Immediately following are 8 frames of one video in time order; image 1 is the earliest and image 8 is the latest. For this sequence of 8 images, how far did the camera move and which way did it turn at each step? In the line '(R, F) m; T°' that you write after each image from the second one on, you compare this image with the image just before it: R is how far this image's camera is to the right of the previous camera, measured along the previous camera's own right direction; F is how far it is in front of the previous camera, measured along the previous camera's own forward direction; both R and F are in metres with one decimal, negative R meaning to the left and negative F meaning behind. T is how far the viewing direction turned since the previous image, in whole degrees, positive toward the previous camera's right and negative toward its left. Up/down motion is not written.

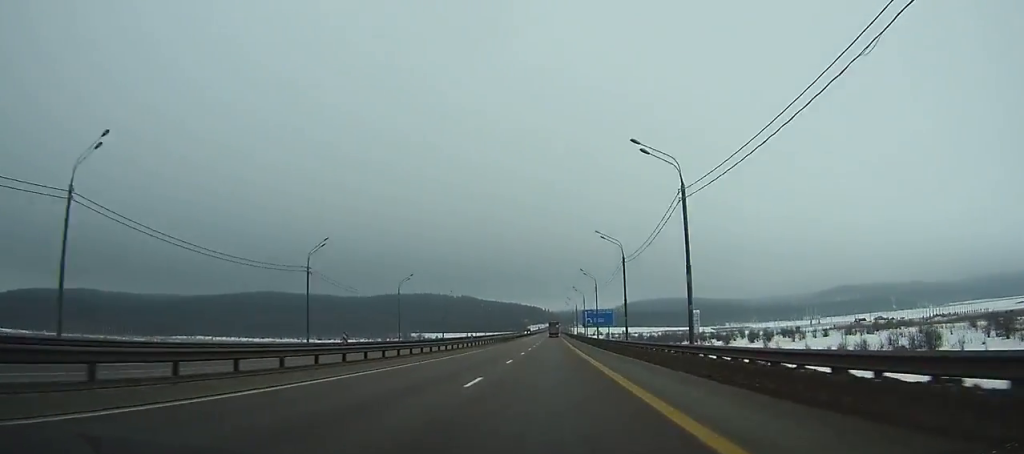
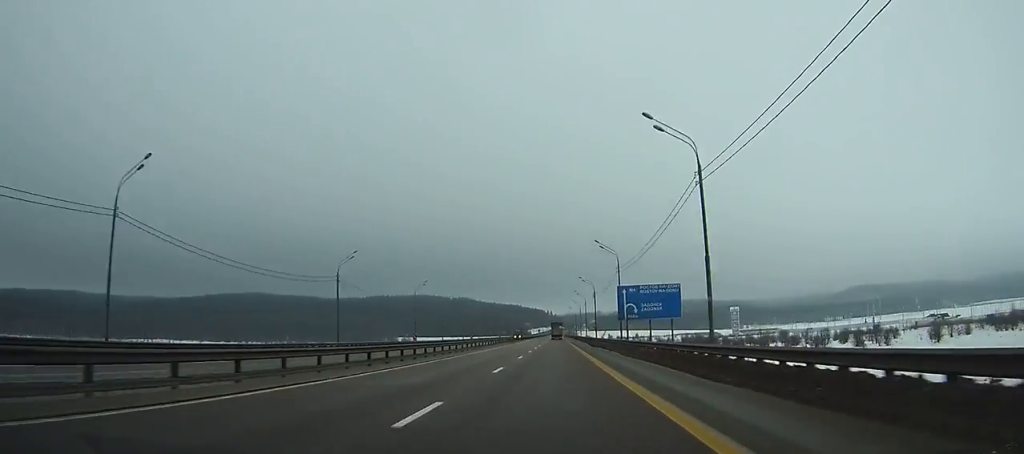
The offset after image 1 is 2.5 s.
(0.0, +62.7) m; 0°
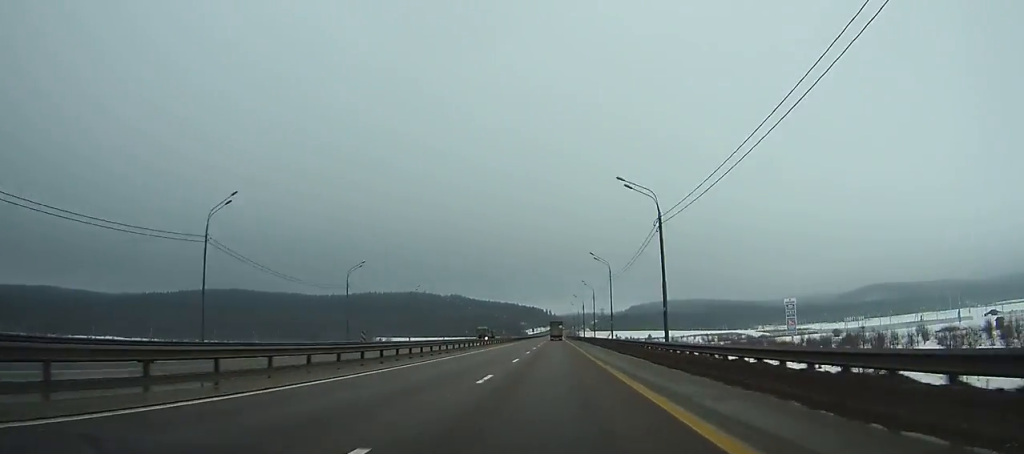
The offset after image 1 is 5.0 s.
(0.0, +62.6) m; 0°
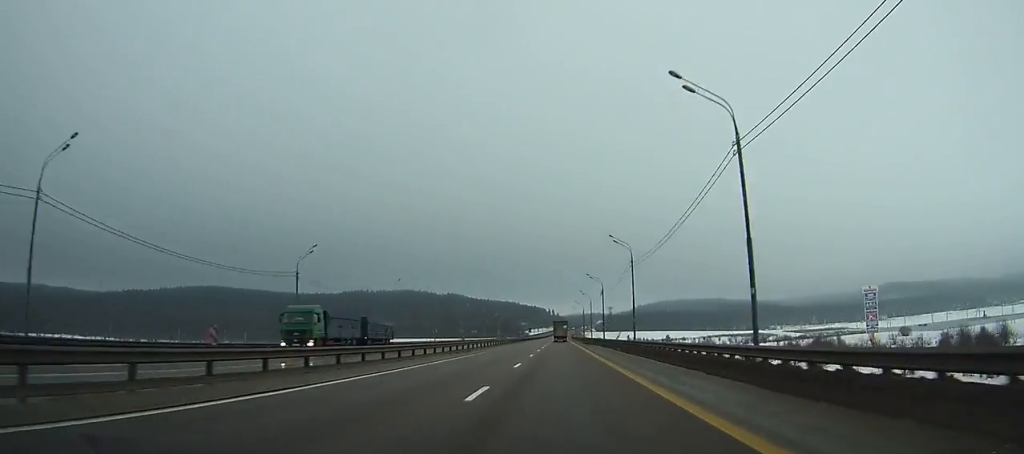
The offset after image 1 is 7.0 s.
(-0.1, +50.1) m; 0°
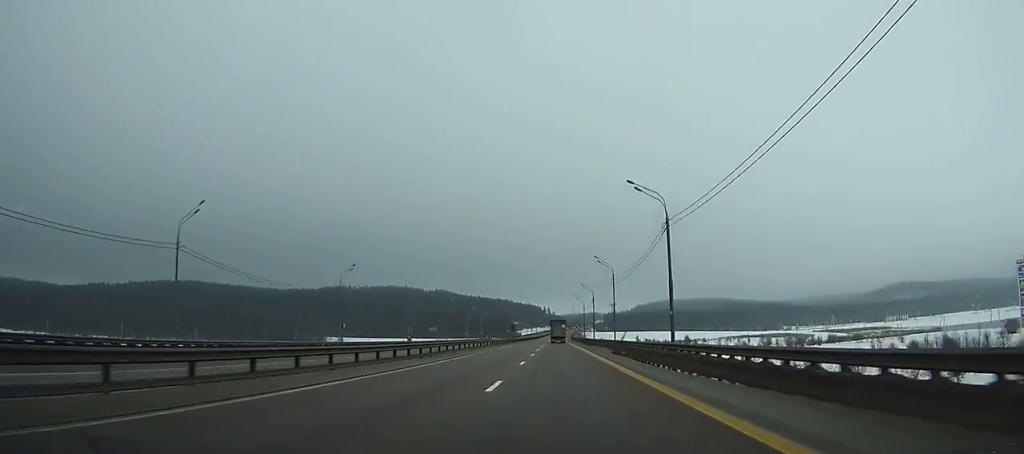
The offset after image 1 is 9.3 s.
(0.0, +57.2) m; 0°
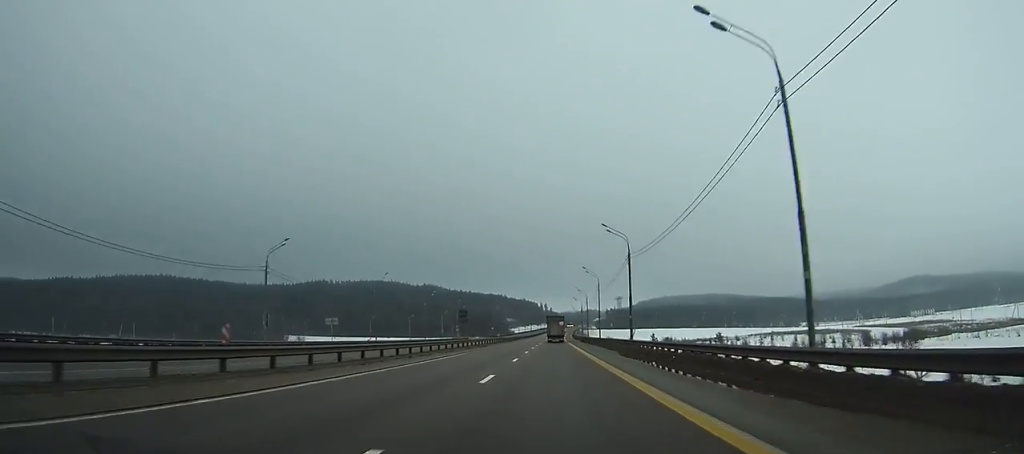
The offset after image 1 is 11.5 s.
(0.0, +54.3) m; 0°
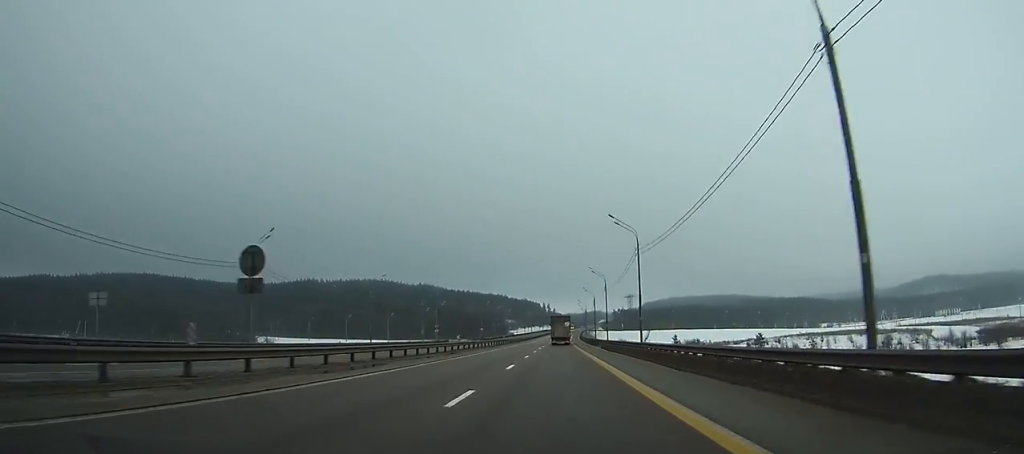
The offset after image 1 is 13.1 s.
(0.0, +39.2) m; 0°
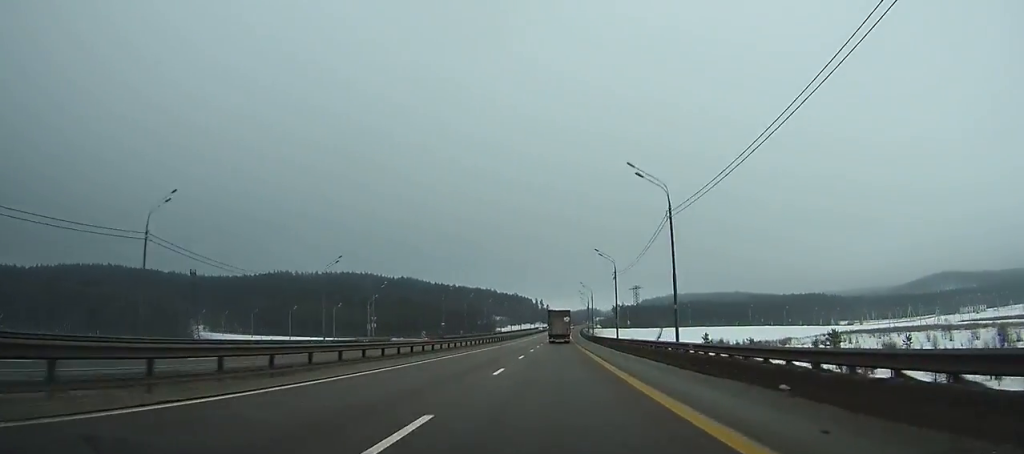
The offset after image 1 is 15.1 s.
(-0.1, +47.9) m; 0°
